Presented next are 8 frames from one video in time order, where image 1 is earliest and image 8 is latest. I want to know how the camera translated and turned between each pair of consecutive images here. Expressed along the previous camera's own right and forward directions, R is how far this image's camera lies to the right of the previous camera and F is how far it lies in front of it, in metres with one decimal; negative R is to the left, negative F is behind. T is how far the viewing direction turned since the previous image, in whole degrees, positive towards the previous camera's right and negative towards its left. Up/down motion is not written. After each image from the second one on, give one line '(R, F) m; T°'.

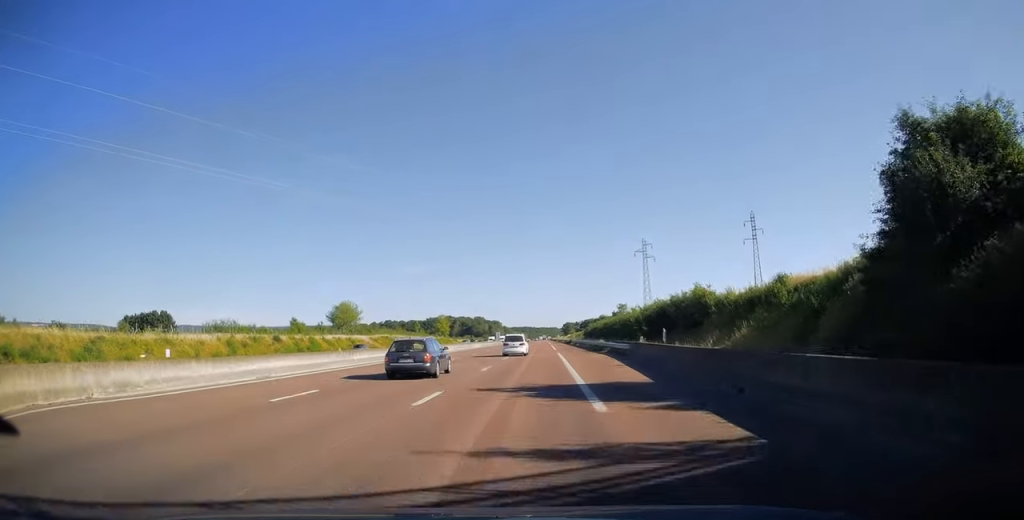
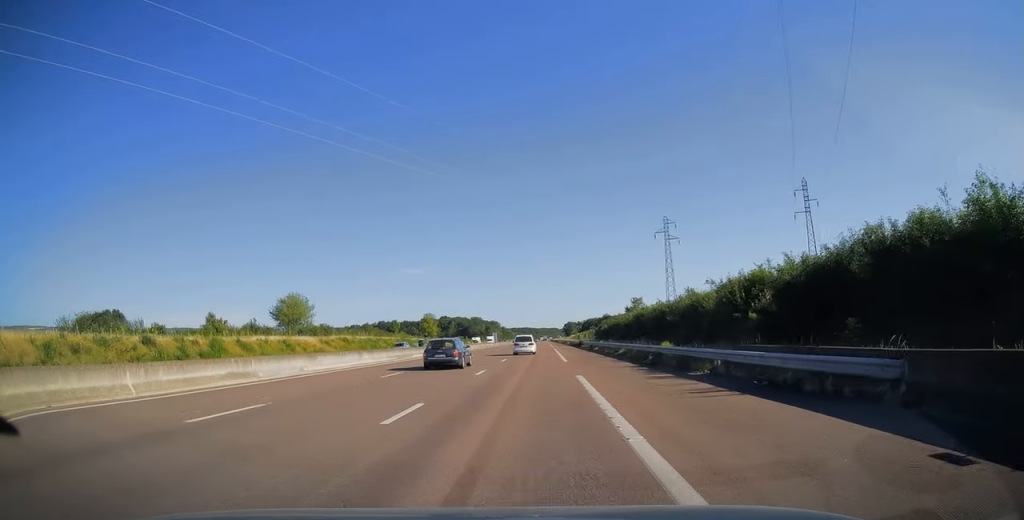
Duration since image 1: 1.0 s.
(+0.1, +29.6) m; 0°
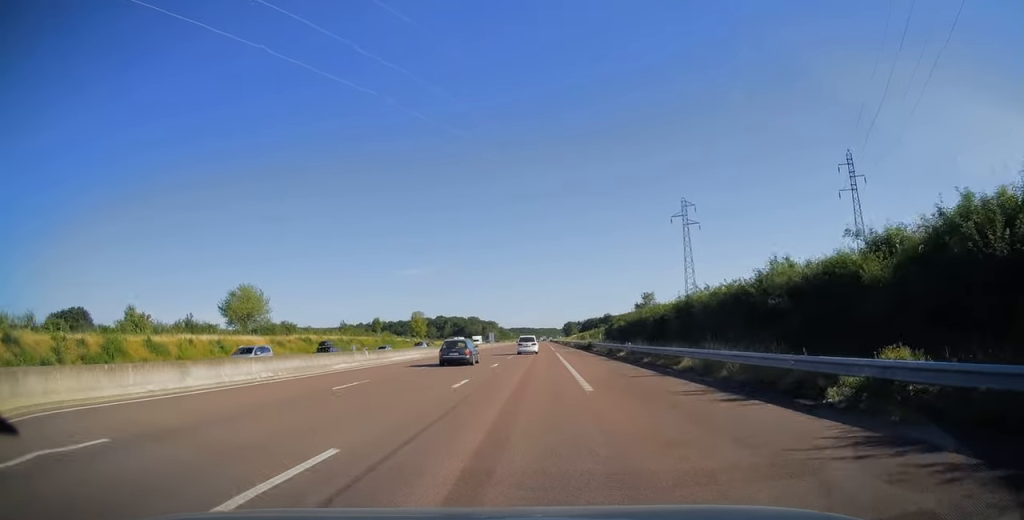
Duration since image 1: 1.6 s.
(0.0, +18.2) m; 0°
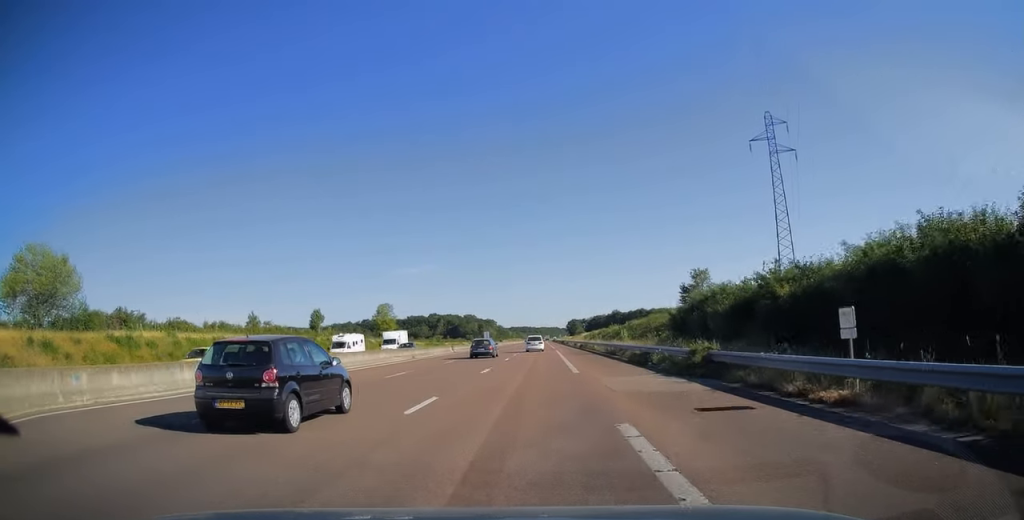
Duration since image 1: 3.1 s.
(-0.1, +44.9) m; 0°
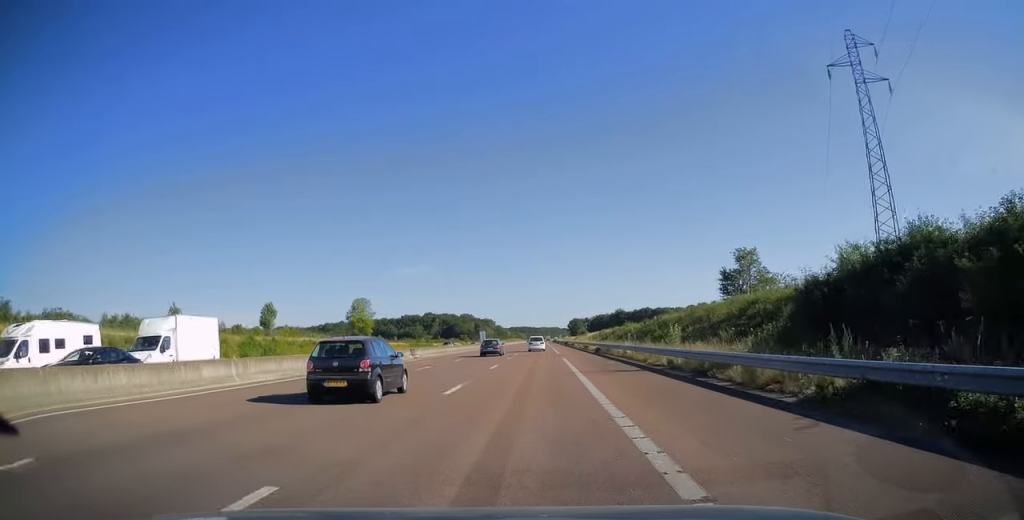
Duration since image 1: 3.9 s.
(0.0, +21.8) m; 0°
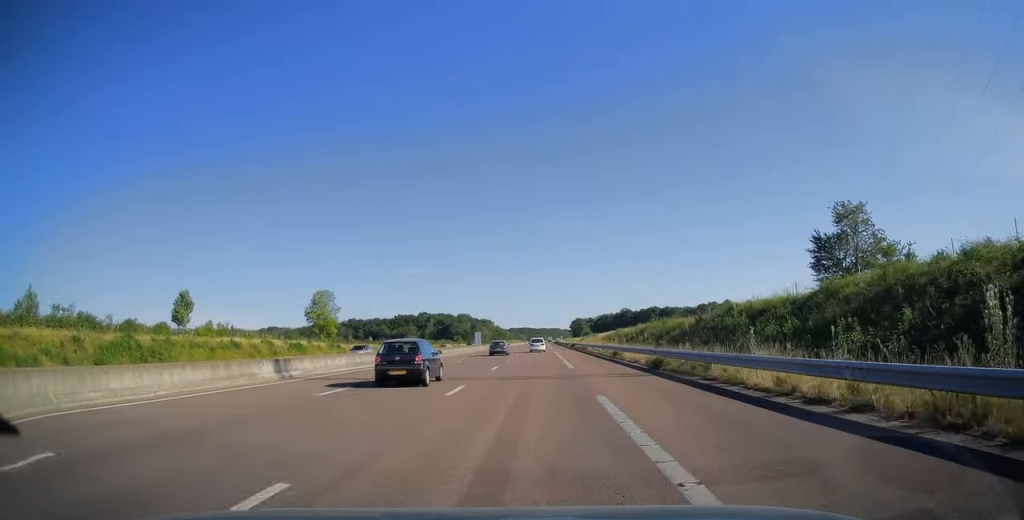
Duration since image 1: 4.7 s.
(0.0, +25.7) m; 0°
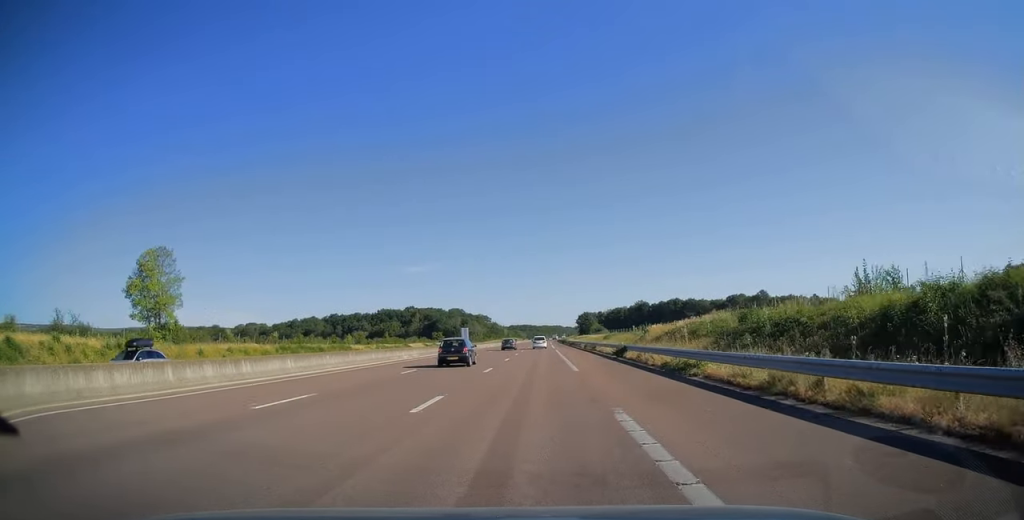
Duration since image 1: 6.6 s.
(-0.1, +55.7) m; 0°
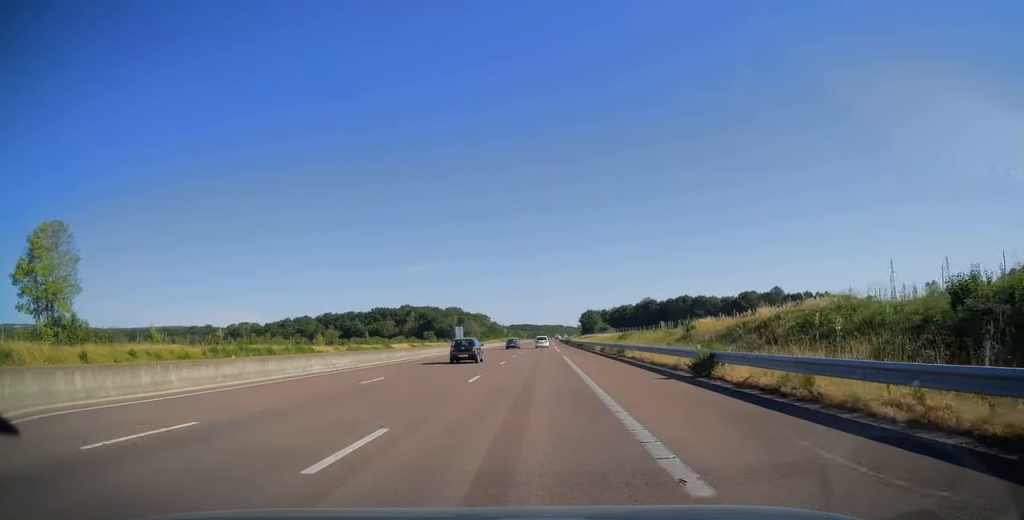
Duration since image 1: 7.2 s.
(0.0, +18.2) m; 0°
